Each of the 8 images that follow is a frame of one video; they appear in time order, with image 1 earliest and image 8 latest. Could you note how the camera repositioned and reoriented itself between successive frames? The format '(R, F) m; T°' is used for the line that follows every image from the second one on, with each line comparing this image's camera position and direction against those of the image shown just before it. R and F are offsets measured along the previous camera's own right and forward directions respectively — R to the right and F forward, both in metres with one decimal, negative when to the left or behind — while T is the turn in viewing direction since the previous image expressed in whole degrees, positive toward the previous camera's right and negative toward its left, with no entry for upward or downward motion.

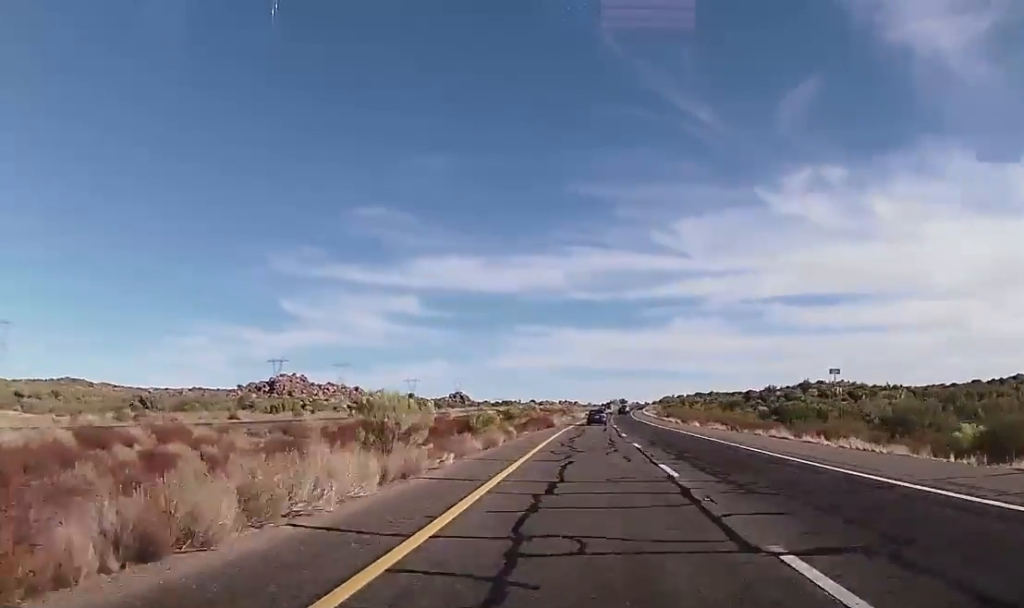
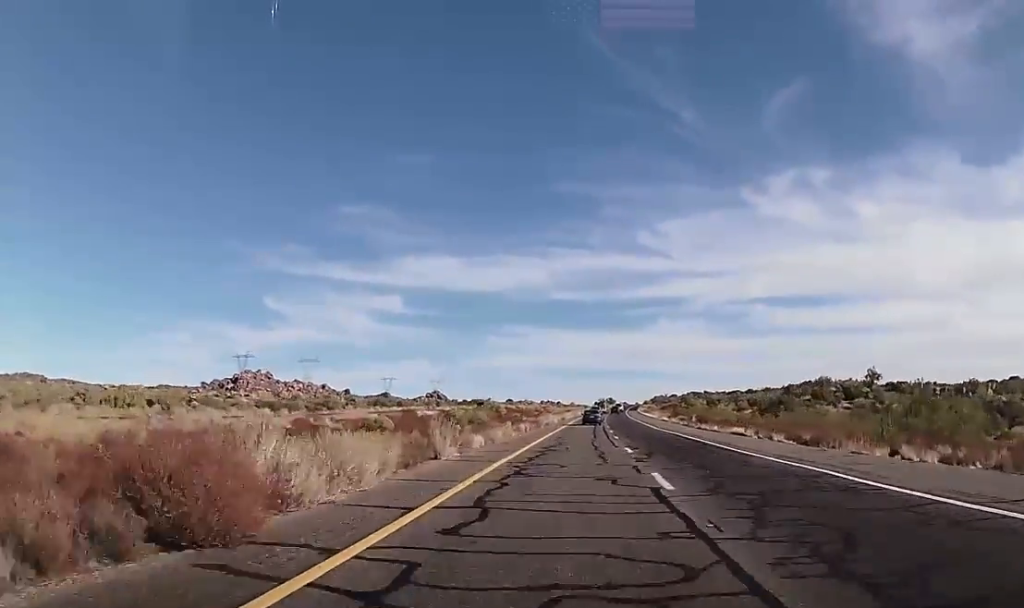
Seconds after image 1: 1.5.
(+0.7, +51.4) m; +2°
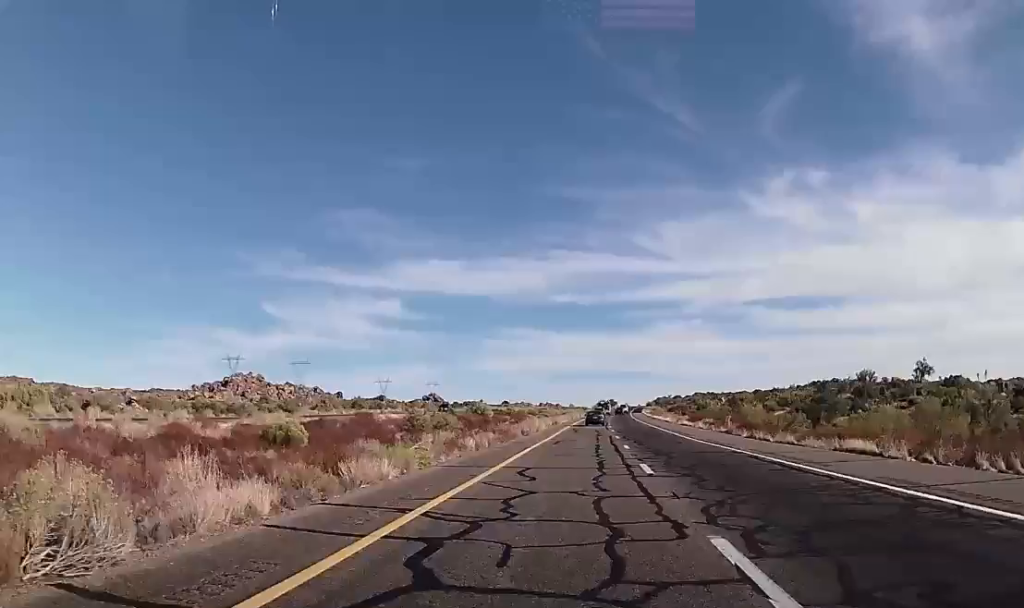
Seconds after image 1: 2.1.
(+0.3, +20.8) m; +1°
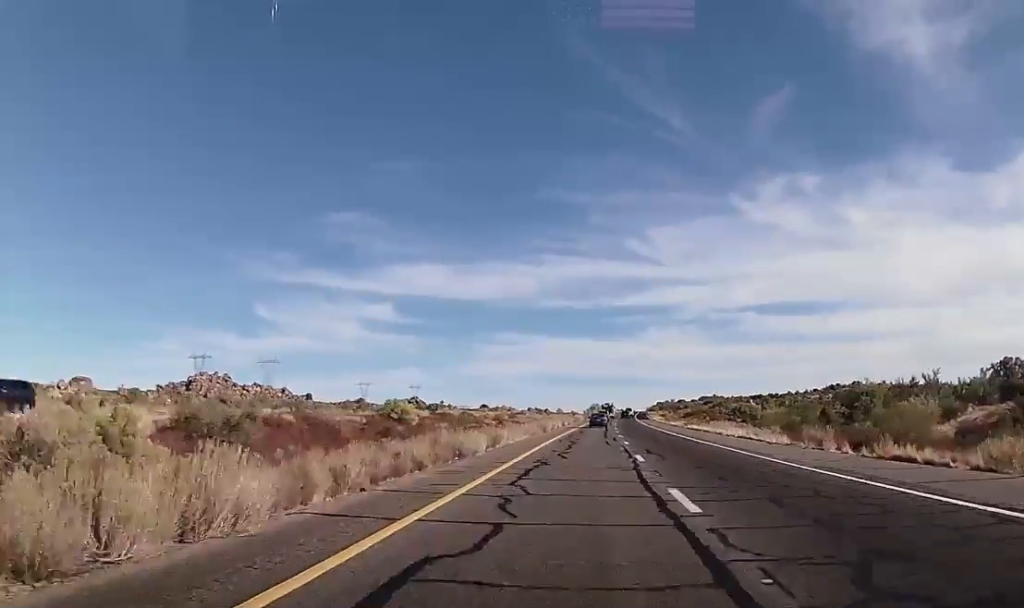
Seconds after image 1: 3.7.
(+0.2, +55.7) m; +1°
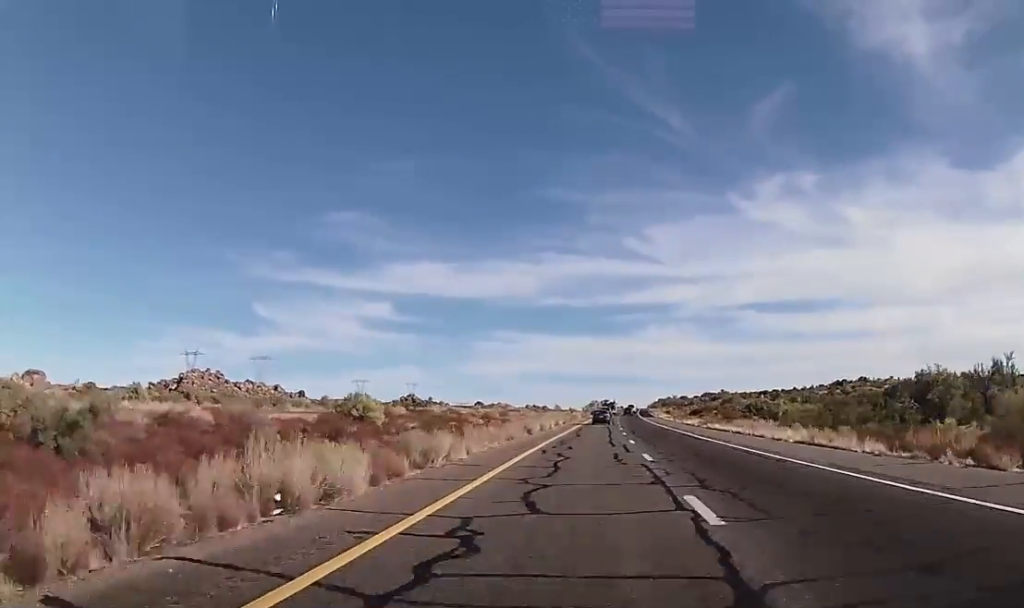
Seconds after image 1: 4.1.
(0.0, +13.5) m; 0°
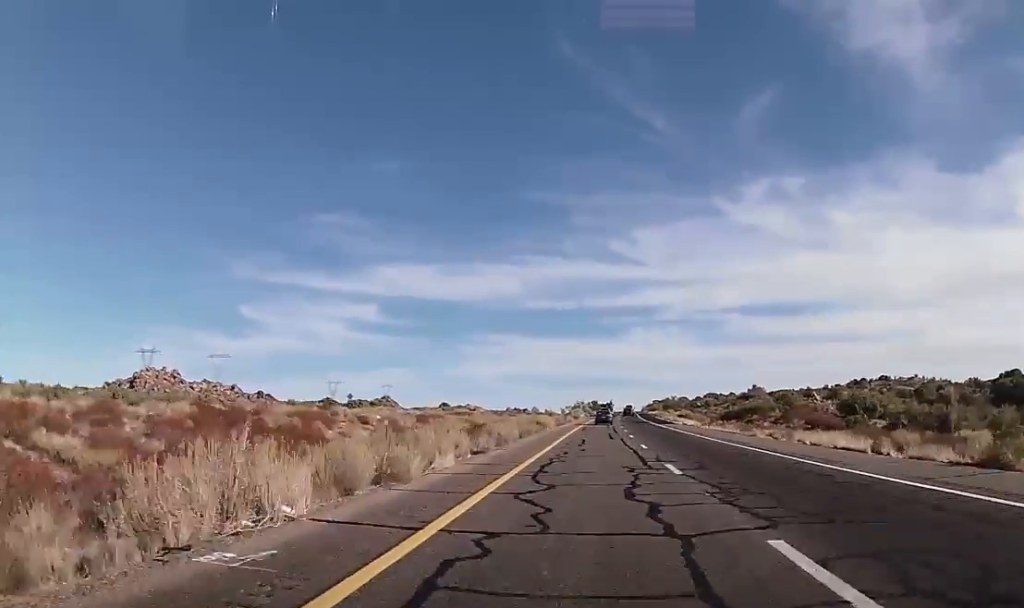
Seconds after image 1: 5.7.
(0.0, +52.7) m; 0°
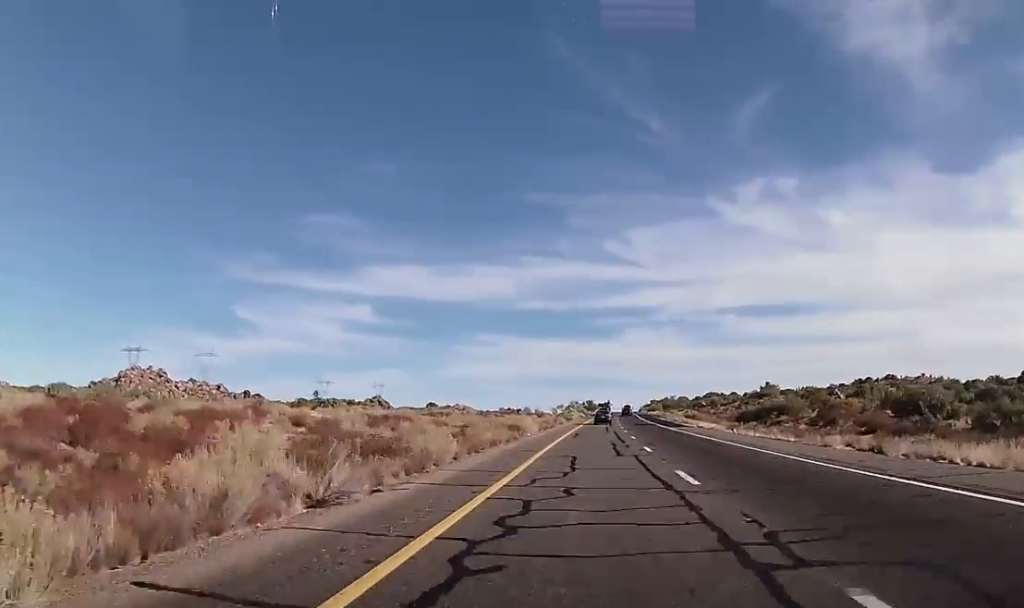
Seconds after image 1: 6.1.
(-0.1, +14.6) m; 0°
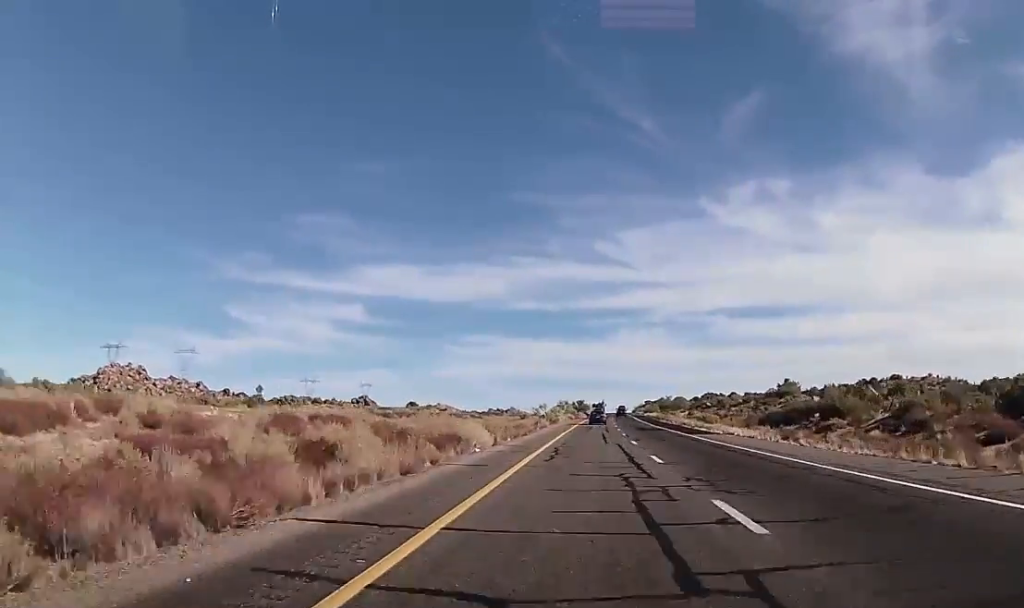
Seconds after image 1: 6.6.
(+0.2, +18.0) m; +1°
